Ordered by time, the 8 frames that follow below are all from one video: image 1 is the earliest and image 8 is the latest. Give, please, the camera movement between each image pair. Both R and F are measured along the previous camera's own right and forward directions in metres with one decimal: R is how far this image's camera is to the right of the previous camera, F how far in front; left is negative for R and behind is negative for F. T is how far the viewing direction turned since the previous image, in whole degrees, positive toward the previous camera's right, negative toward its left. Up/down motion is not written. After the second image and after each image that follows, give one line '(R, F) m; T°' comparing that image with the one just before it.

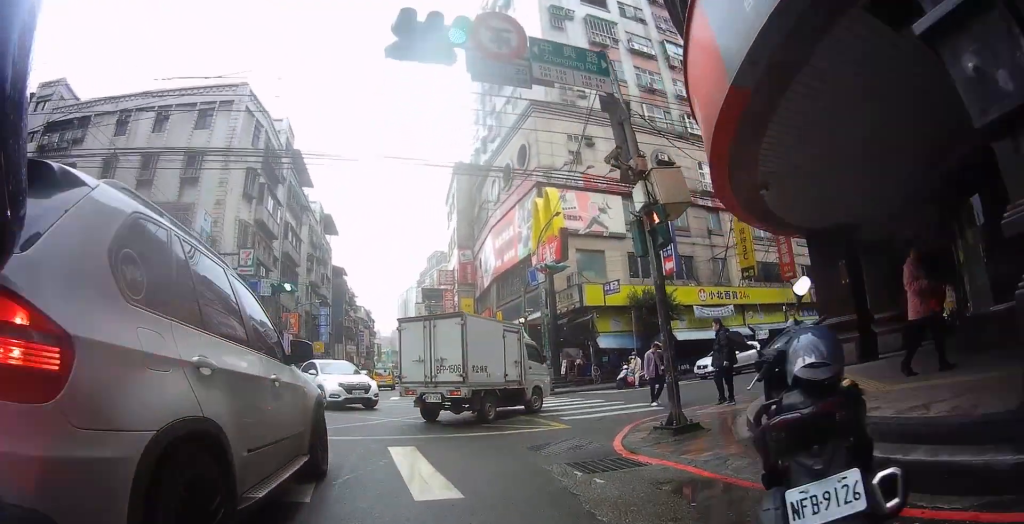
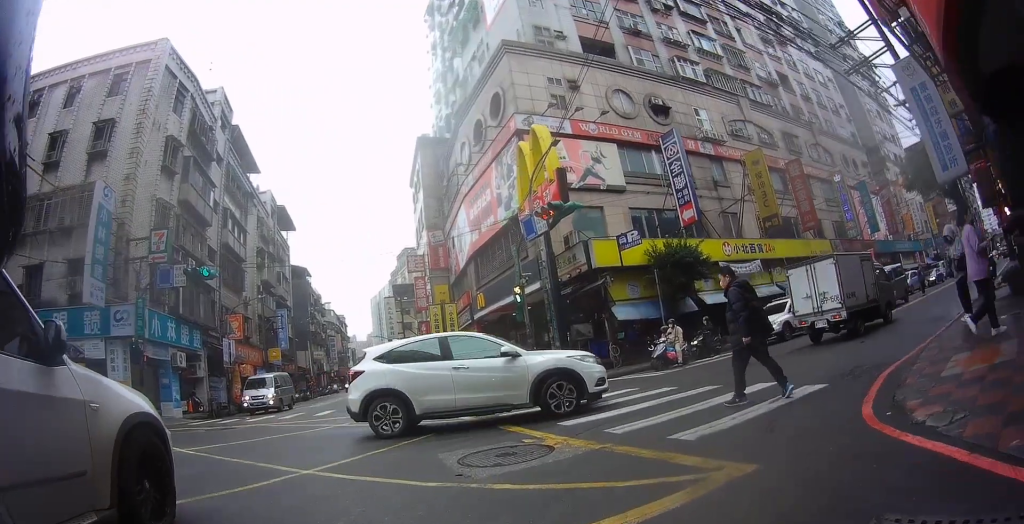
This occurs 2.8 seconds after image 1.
(-1.2, +5.7) m; -34°
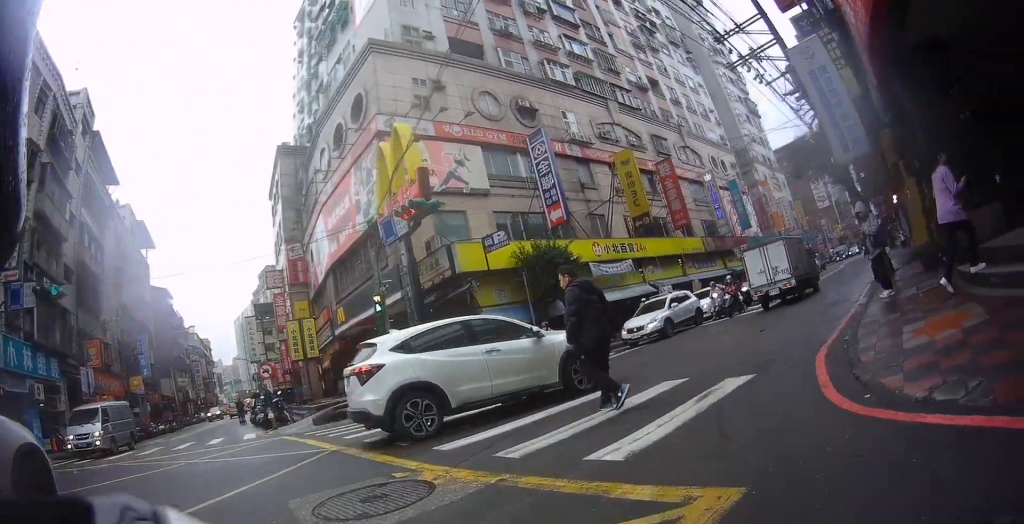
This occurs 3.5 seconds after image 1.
(-0.1, +1.8) m; -7°
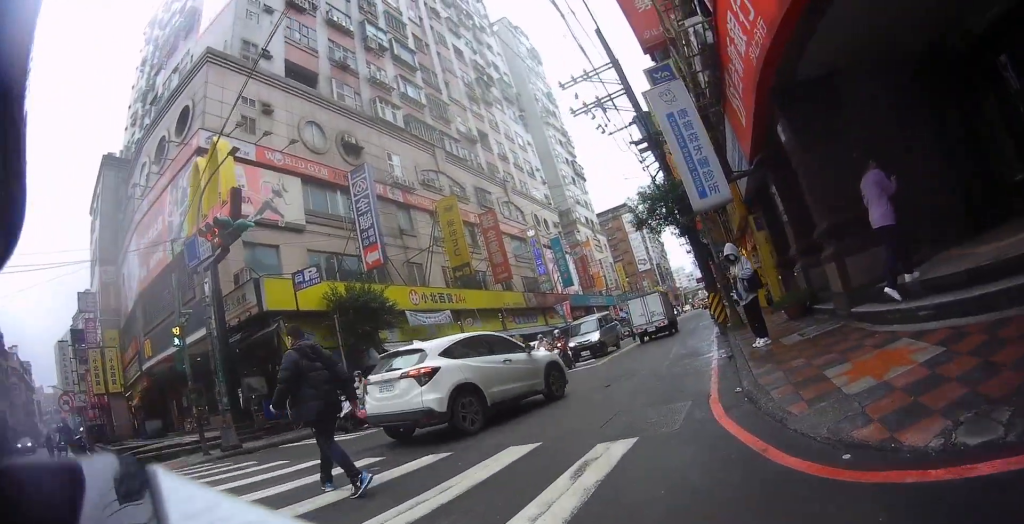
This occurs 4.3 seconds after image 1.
(-0.2, +2.8) m; +1°
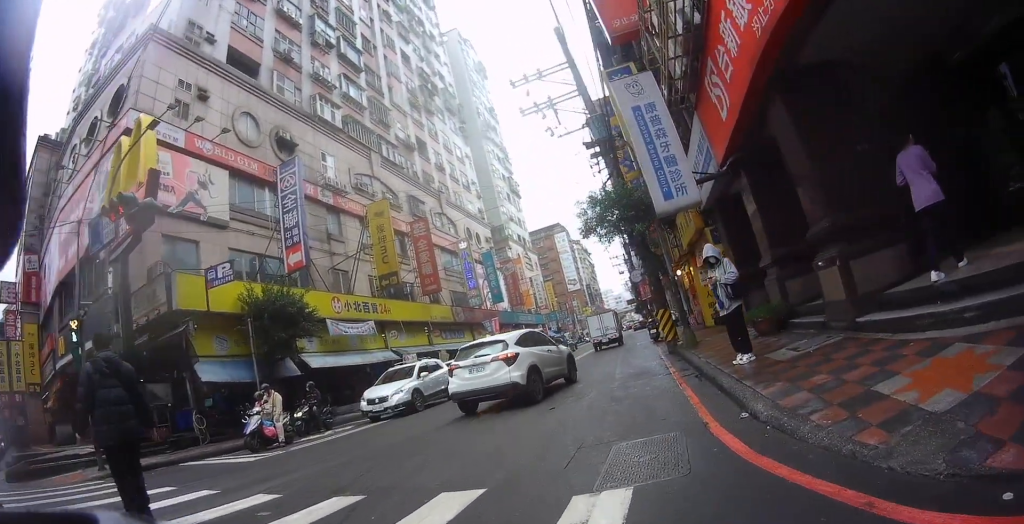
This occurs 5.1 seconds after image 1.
(+0.2, +3.1) m; +9°
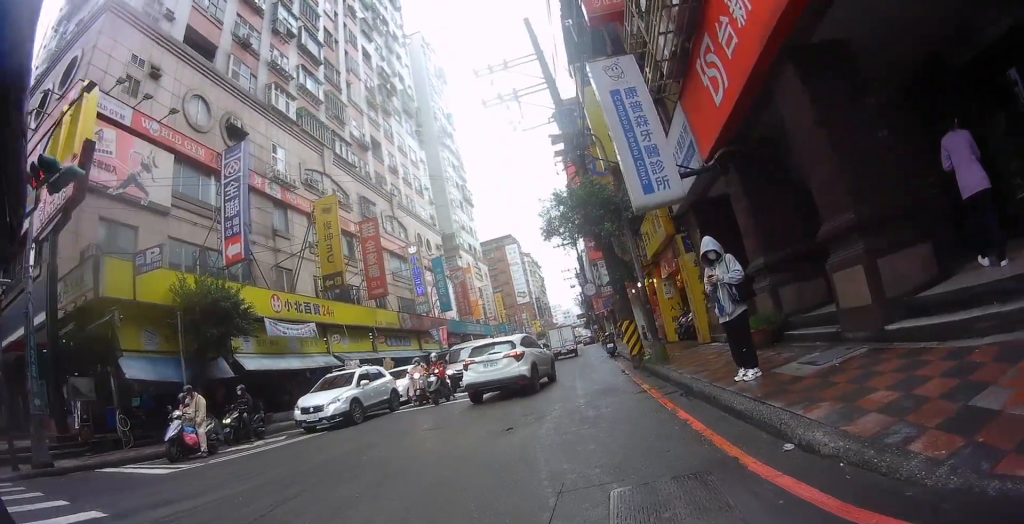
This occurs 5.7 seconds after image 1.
(0.0, +2.3) m; +9°
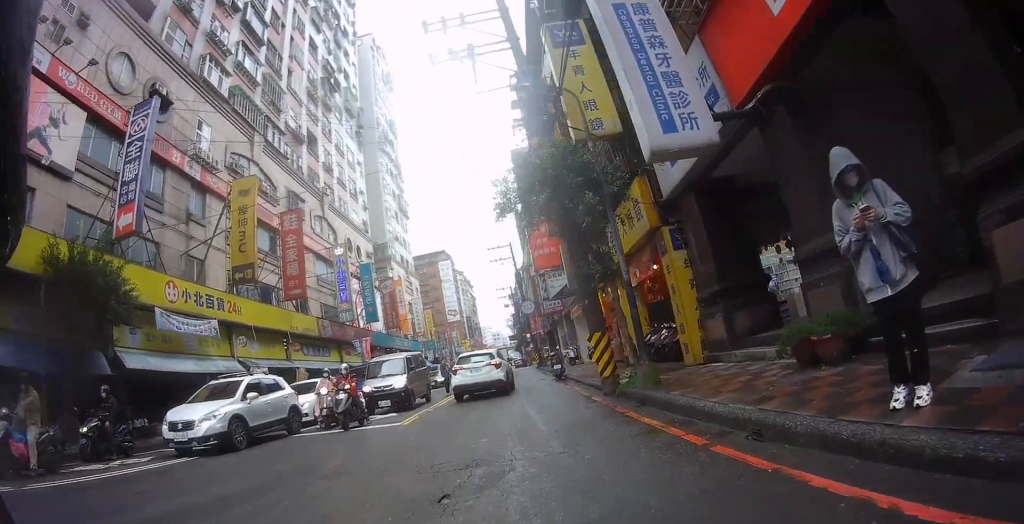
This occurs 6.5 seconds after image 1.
(+0.5, +4.5) m; +7°
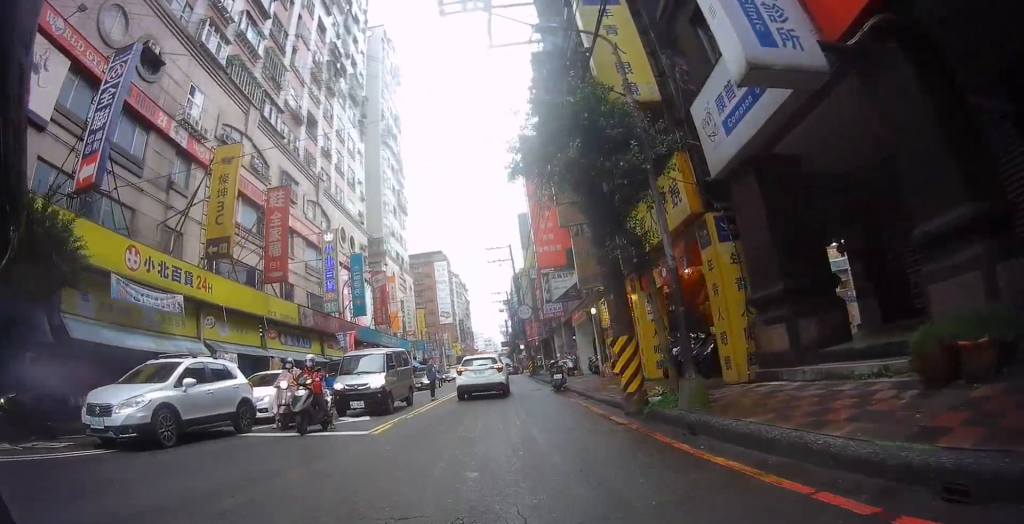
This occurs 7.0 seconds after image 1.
(+0.1, +2.4) m; +5°
